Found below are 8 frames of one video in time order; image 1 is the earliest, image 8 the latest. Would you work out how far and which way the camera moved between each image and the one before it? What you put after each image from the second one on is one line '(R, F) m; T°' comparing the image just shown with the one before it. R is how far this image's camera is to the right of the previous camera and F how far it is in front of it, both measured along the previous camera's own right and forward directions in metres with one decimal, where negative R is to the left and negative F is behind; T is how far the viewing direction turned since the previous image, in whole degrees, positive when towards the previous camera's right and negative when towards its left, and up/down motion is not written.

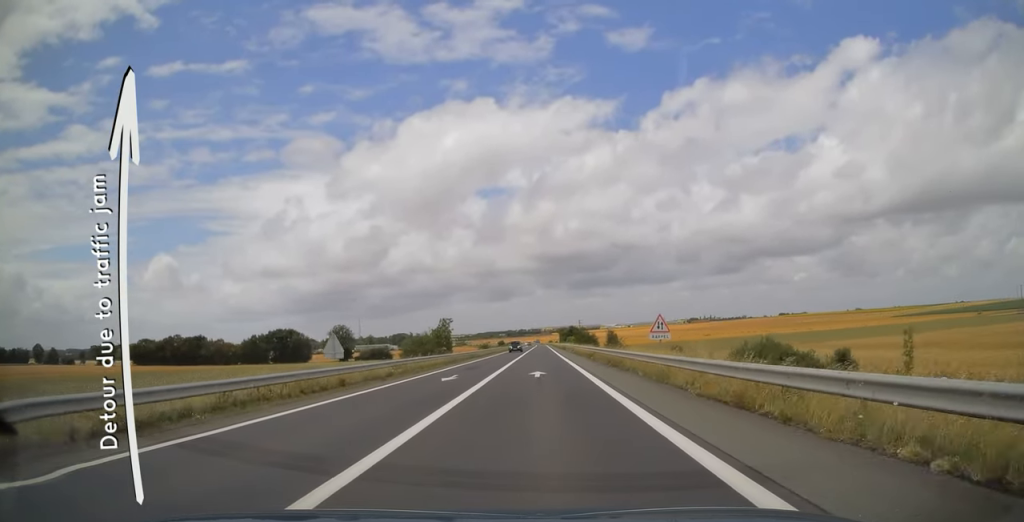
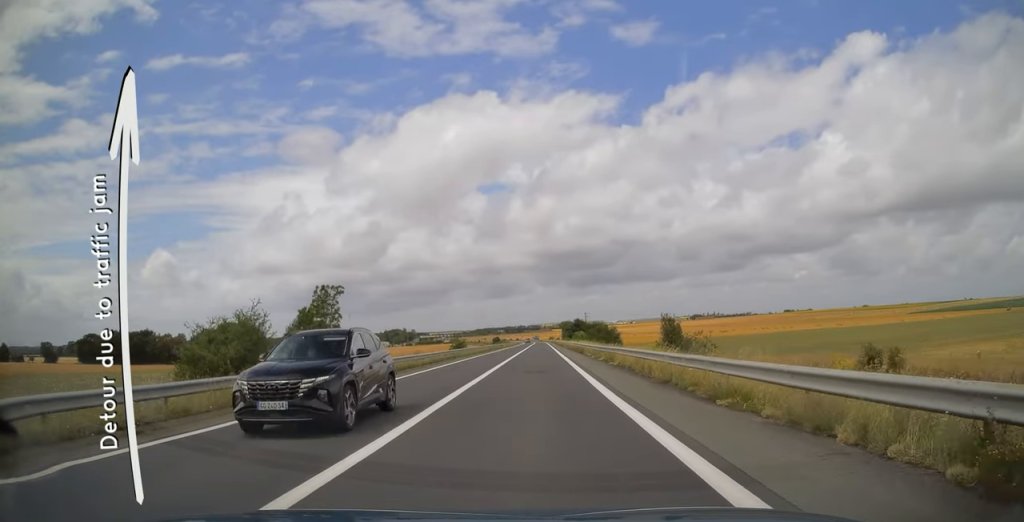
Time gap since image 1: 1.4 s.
(+0.2, +39.0) m; 0°
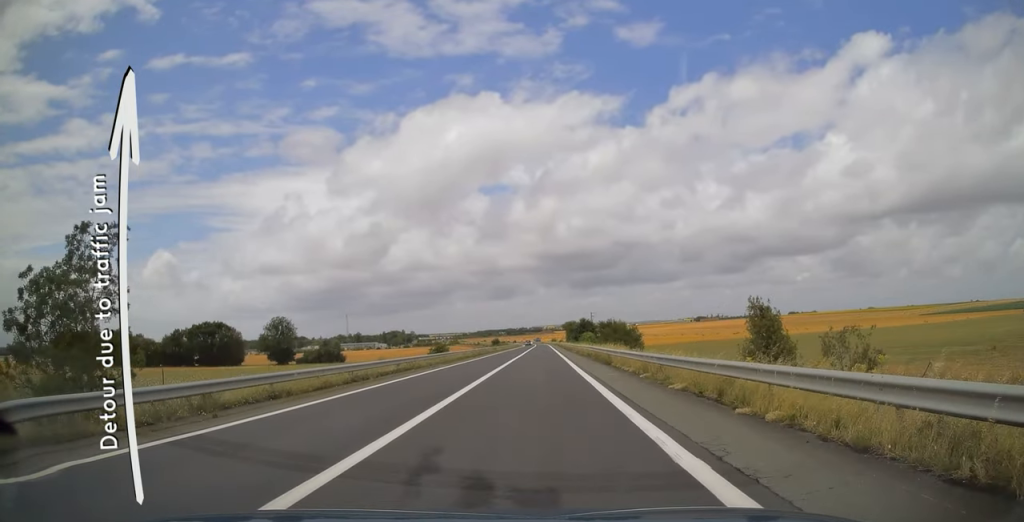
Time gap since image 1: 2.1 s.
(-0.3, +18.6) m; 0°
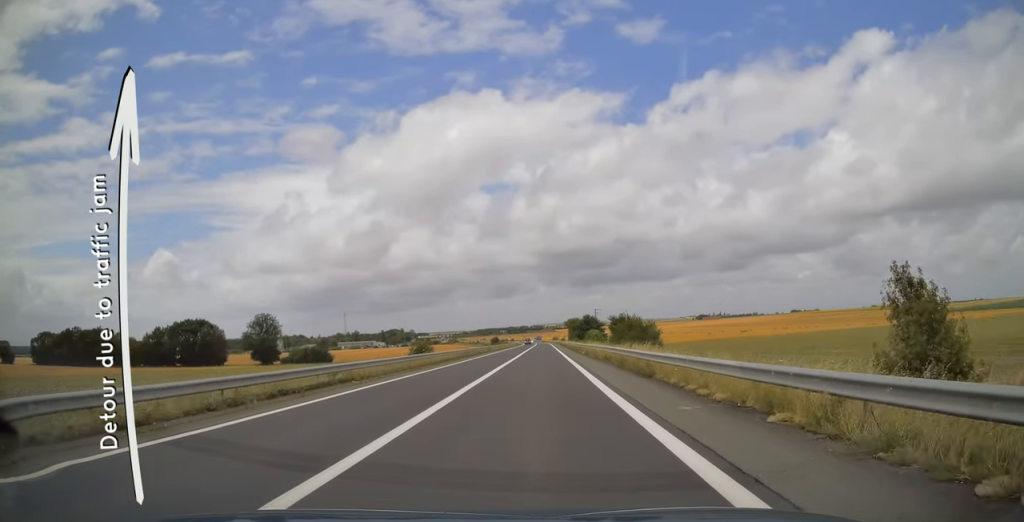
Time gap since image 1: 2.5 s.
(-0.1, +11.3) m; 0°
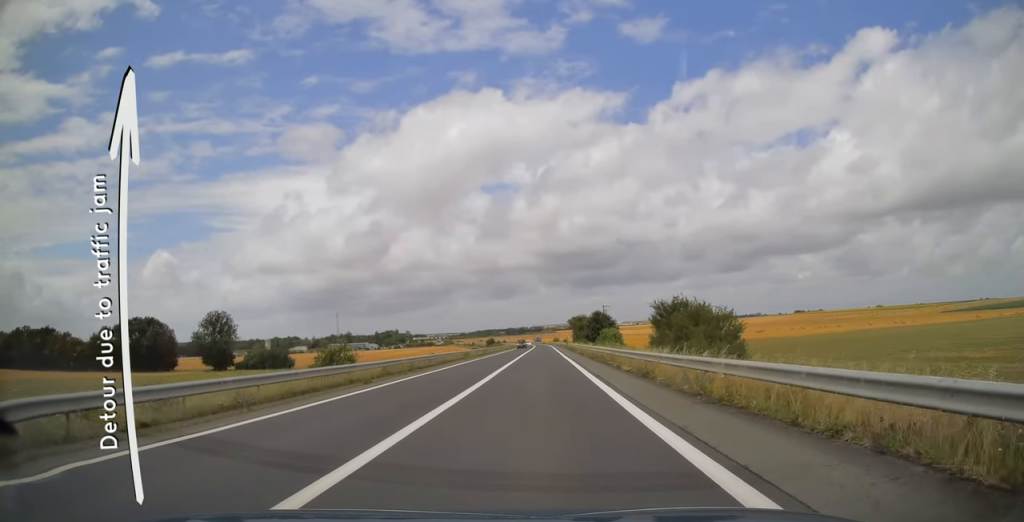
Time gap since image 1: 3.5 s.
(+0.3, +26.2) m; 0°
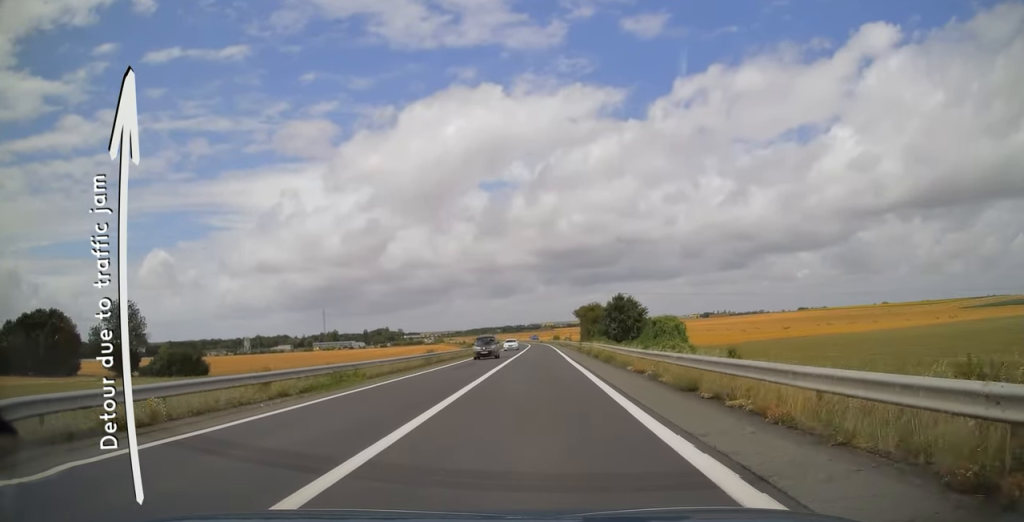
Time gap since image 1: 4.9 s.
(-0.2, +37.0) m; 0°
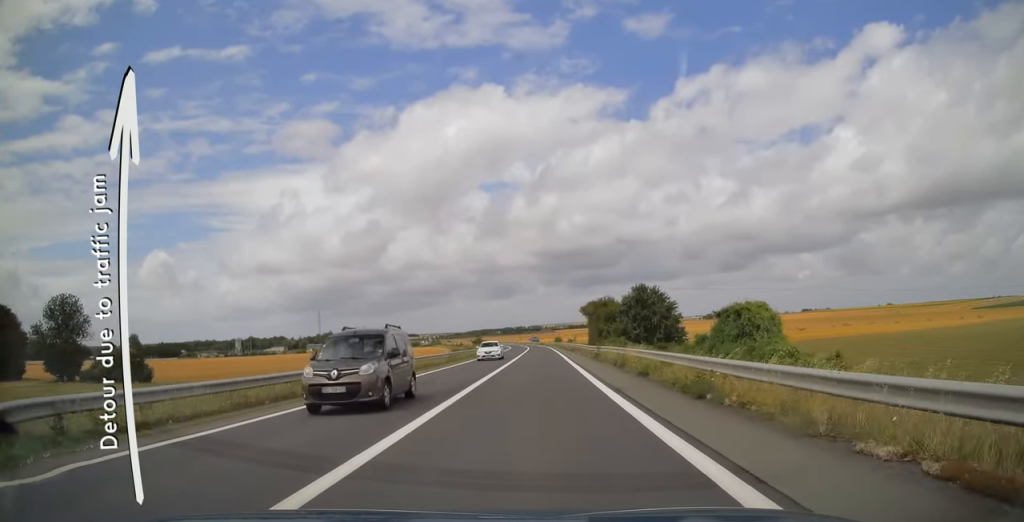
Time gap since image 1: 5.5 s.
(+0.2, +17.2) m; 0°
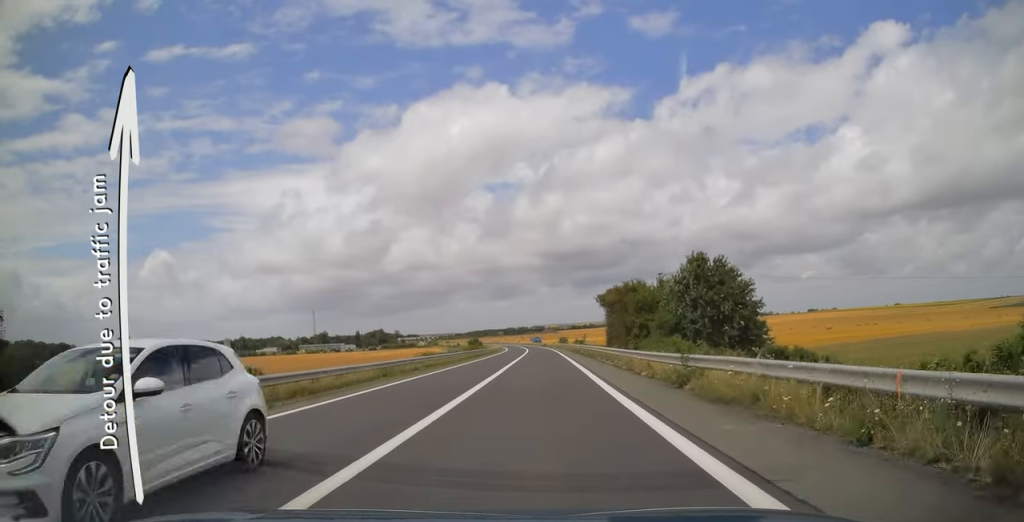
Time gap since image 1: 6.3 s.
(-0.3, +22.5) m; -1°
